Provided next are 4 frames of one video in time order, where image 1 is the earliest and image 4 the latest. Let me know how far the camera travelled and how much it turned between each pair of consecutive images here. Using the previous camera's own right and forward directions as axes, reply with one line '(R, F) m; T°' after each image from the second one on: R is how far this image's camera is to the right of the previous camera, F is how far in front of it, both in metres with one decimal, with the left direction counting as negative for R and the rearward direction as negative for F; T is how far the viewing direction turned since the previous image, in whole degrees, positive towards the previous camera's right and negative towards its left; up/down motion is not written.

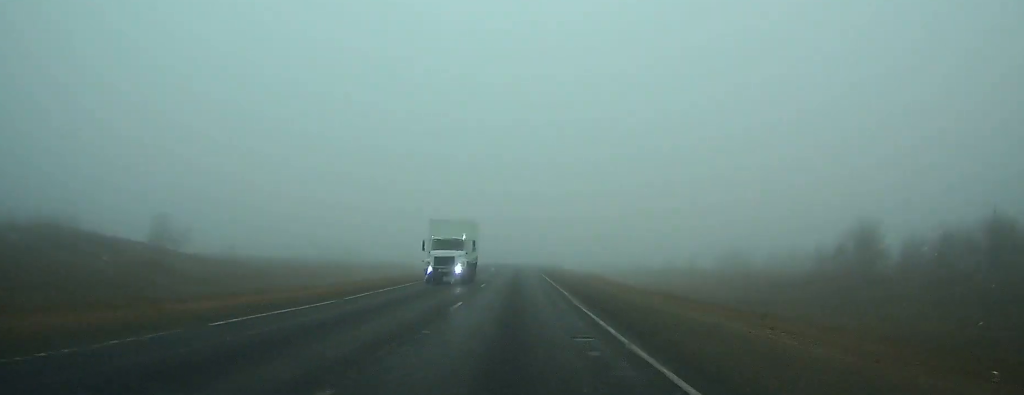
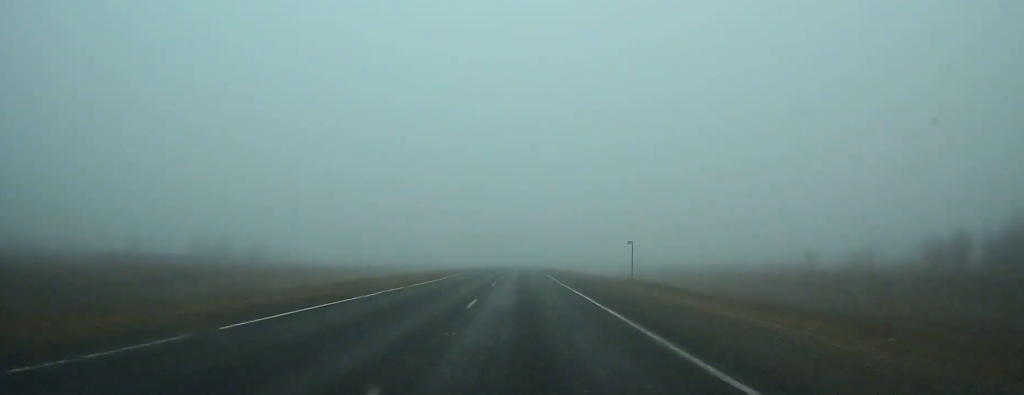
(+0.7, +94.4) m; +1°
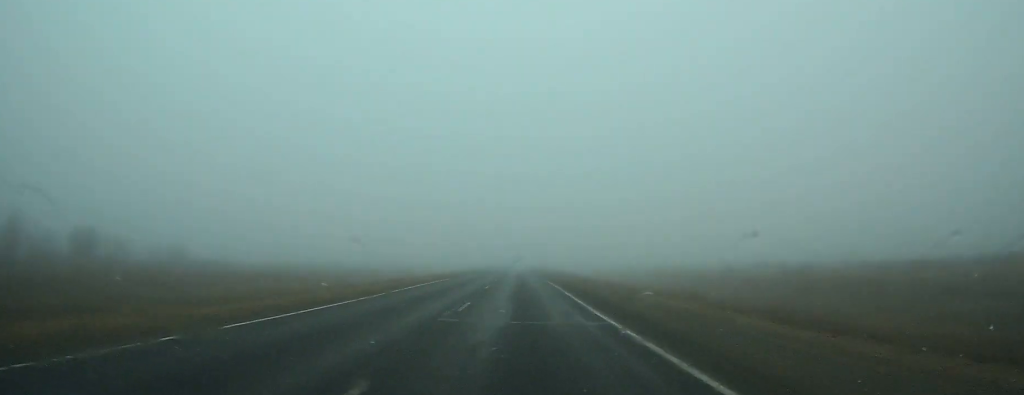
(+0.1, +71.5) m; 0°
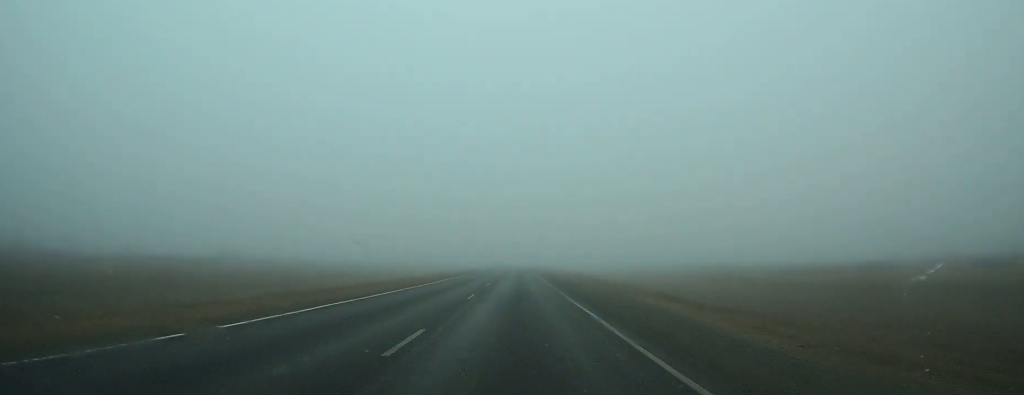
(-0.1, +164.4) m; 0°
